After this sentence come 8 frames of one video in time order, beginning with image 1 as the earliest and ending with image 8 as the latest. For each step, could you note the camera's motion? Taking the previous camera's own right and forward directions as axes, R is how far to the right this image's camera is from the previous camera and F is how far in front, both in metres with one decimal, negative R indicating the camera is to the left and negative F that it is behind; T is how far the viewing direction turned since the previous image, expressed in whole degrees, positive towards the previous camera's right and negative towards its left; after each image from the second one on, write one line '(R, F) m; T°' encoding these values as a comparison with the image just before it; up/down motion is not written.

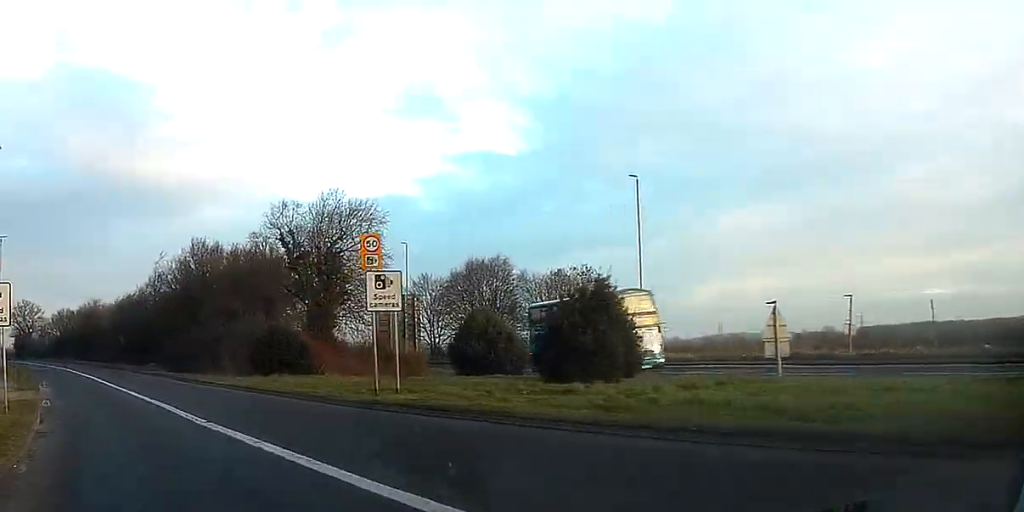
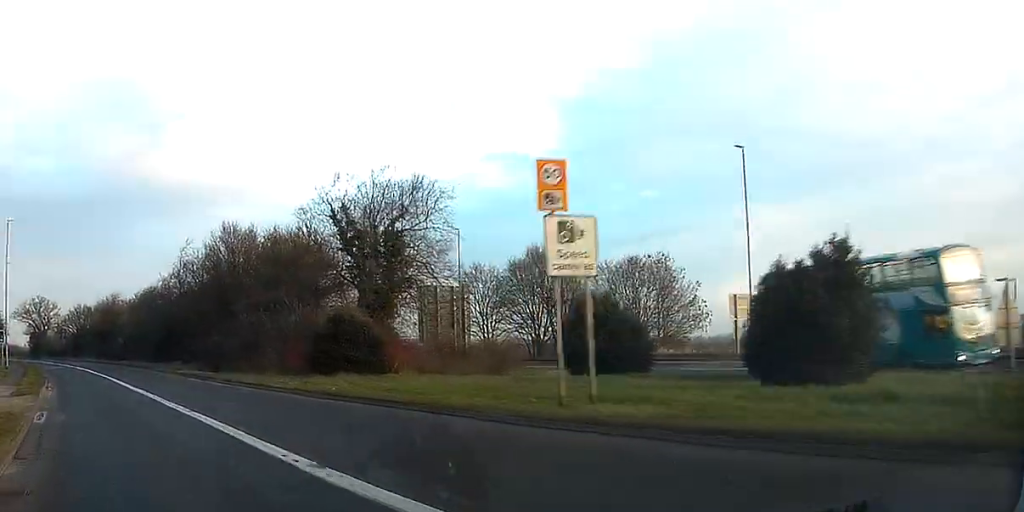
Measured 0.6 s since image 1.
(0.0, +9.0) m; -3°
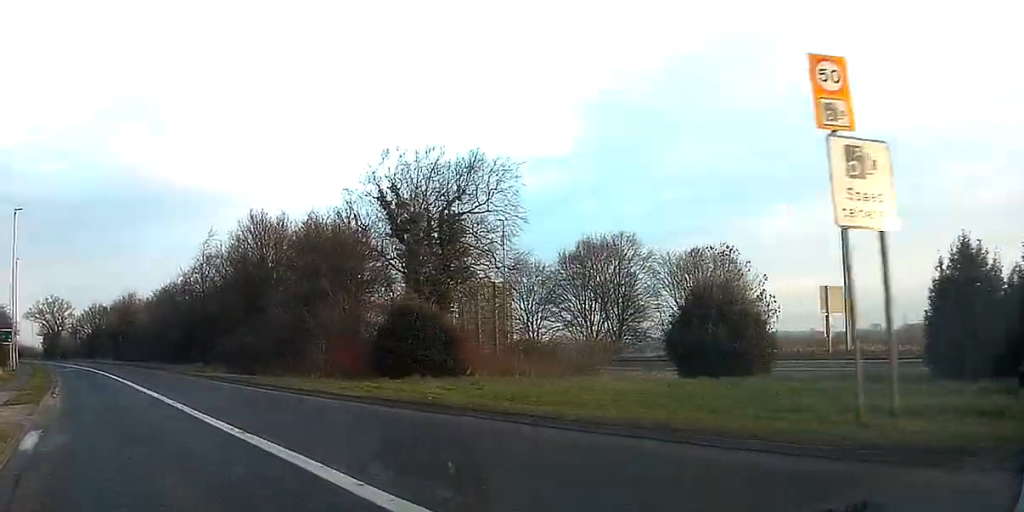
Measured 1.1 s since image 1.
(-0.3, +6.4) m; -2°
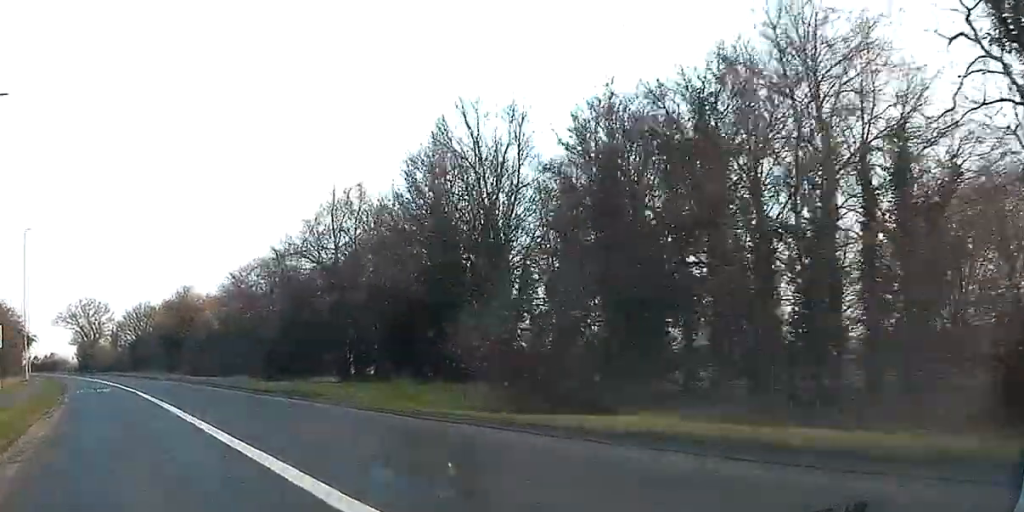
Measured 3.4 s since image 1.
(-1.7, +34.1) m; -5°
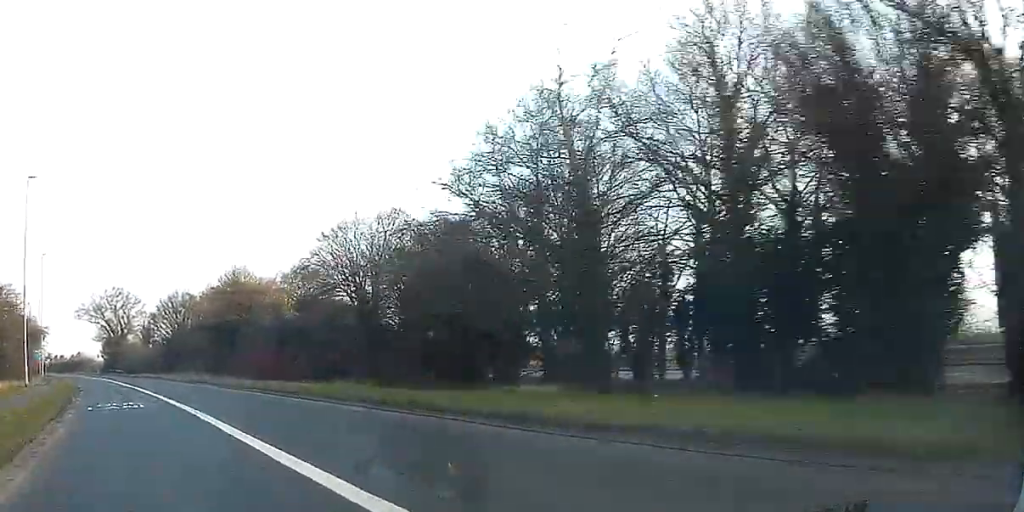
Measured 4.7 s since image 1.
(-0.5, +20.9) m; -2°
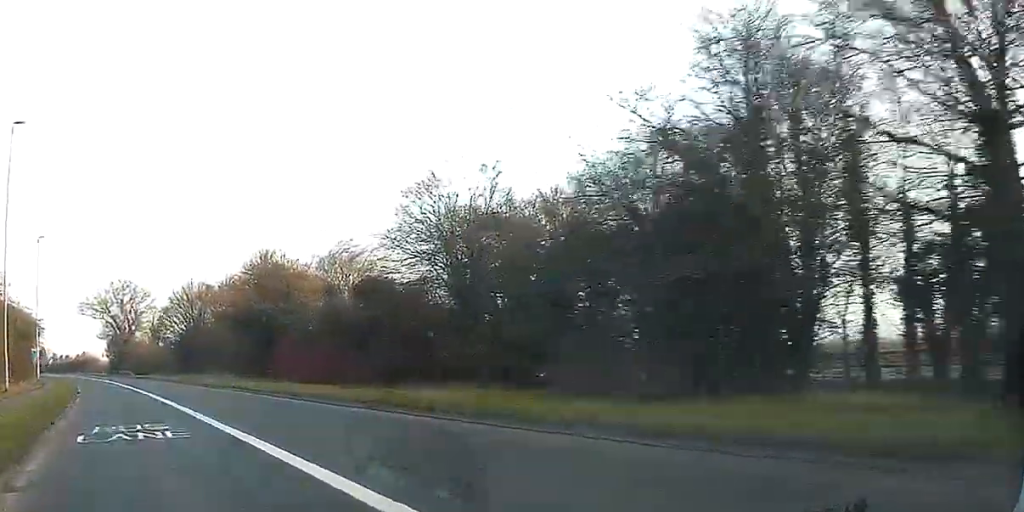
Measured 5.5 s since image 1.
(-0.1, +12.6) m; -1°
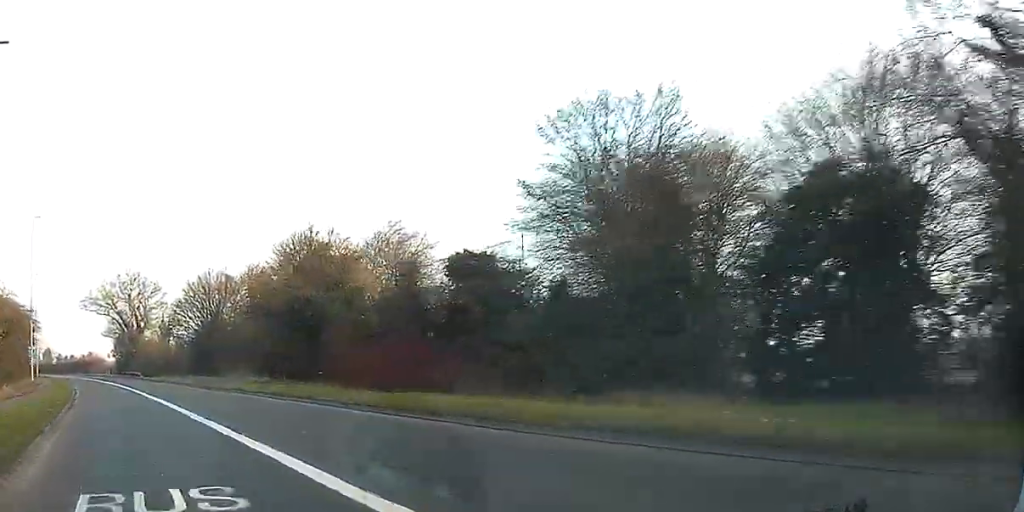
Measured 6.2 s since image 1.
(-0.1, +11.2) m; -1°
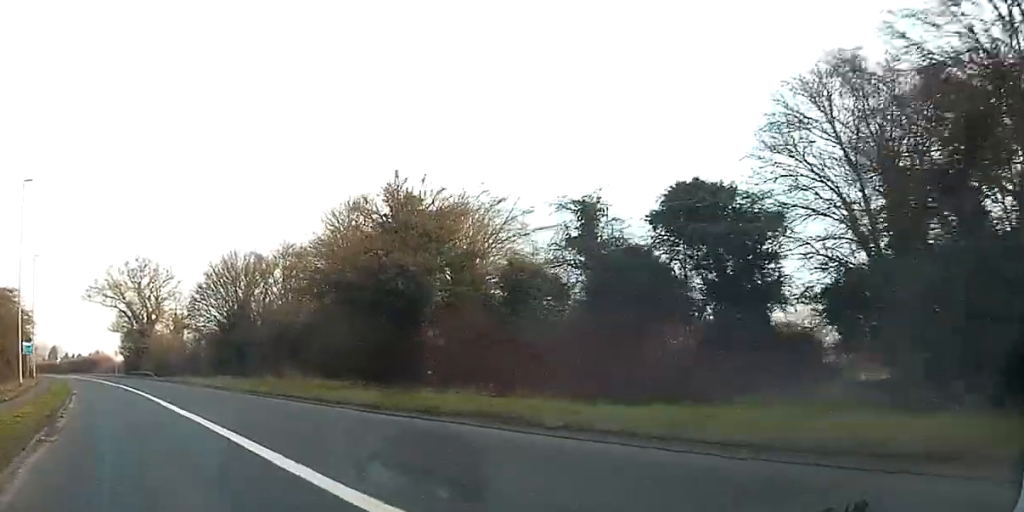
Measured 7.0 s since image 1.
(-0.1, +13.3) m; -1°
